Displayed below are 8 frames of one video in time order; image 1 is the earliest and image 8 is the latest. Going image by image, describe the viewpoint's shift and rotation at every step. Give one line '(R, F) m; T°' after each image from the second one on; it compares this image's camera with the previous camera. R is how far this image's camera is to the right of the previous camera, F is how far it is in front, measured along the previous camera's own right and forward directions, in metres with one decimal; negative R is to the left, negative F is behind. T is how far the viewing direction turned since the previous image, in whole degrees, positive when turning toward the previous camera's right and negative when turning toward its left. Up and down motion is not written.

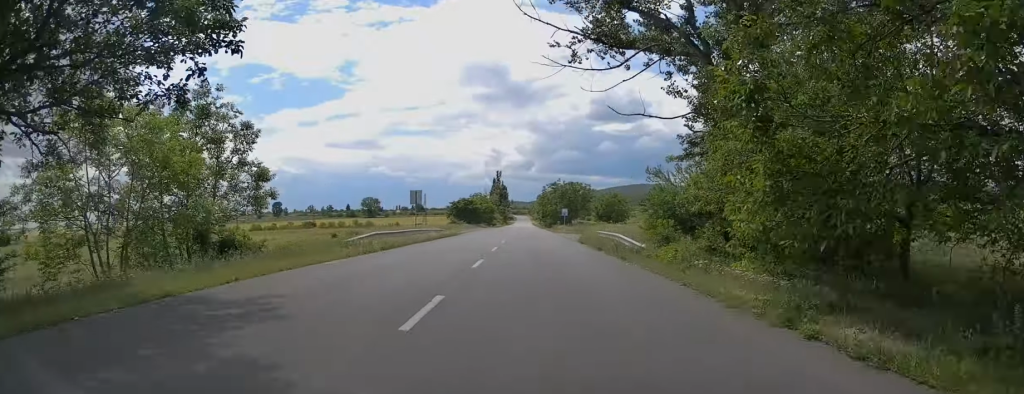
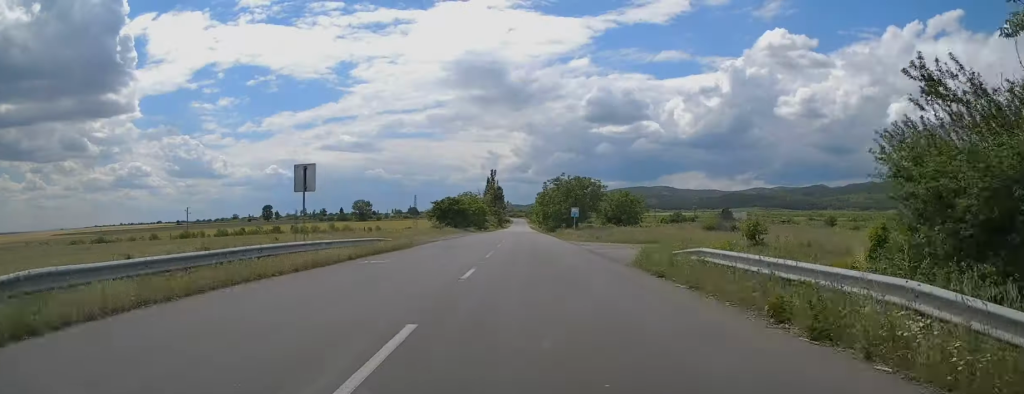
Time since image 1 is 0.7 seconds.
(0.0, +20.1) m; 0°
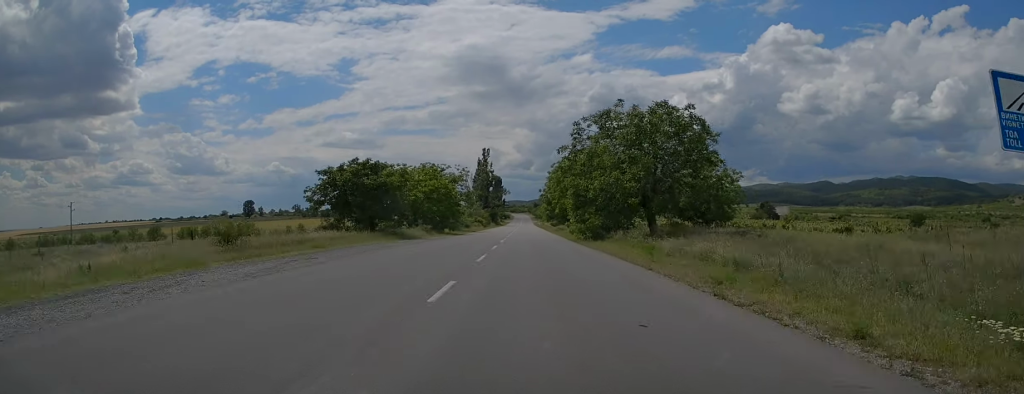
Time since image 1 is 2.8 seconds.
(-0.1, +57.3) m; 0°
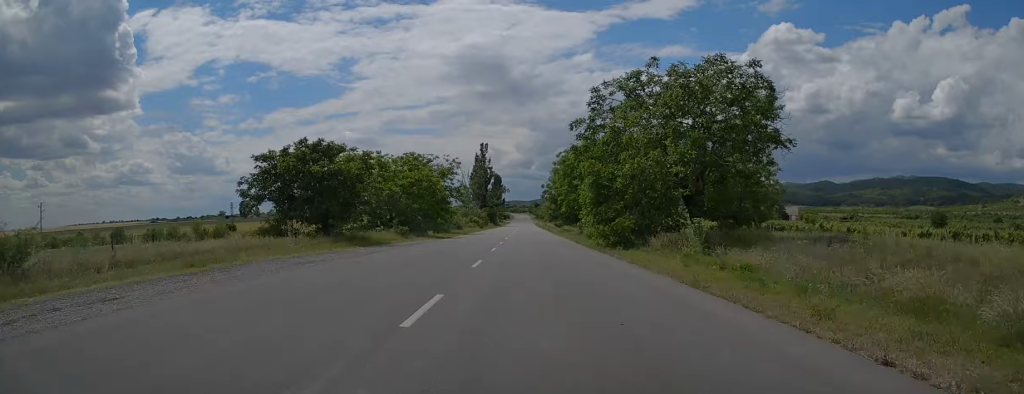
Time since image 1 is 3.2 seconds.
(0.0, +11.1) m; 0°
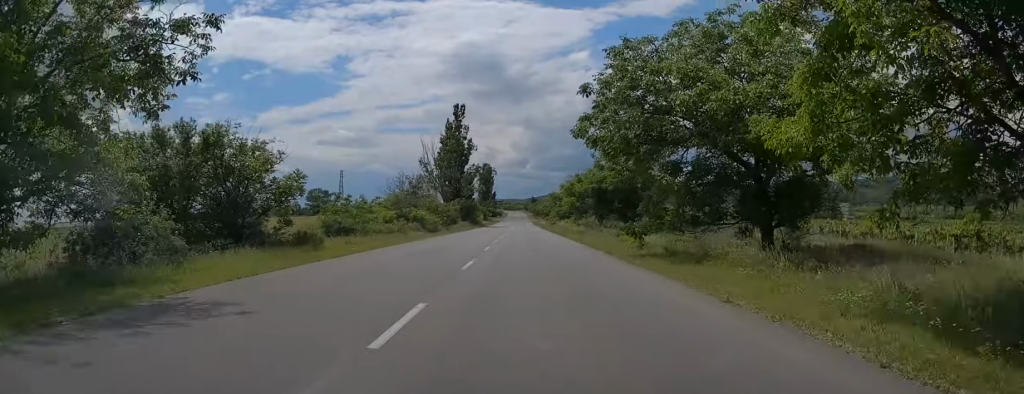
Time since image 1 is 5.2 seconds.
(0.0, +54.8) m; 0°
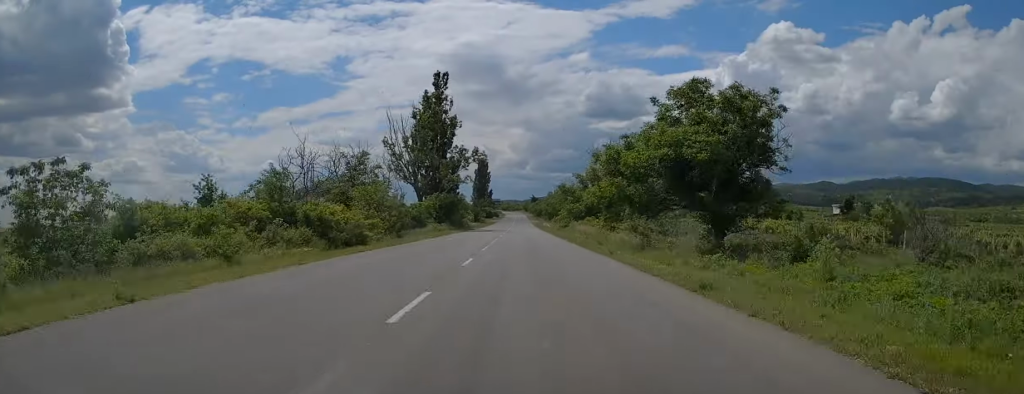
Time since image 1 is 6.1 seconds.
(0.0, +25.0) m; 0°
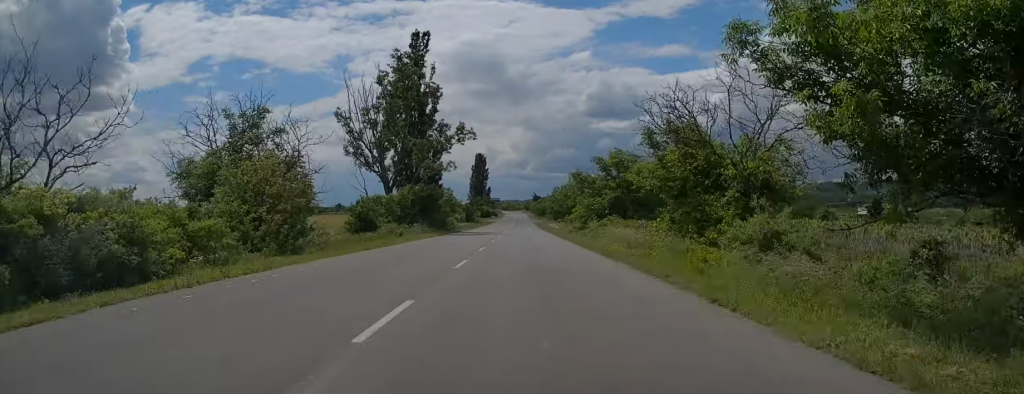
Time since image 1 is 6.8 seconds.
(0.0, +18.7) m; 0°
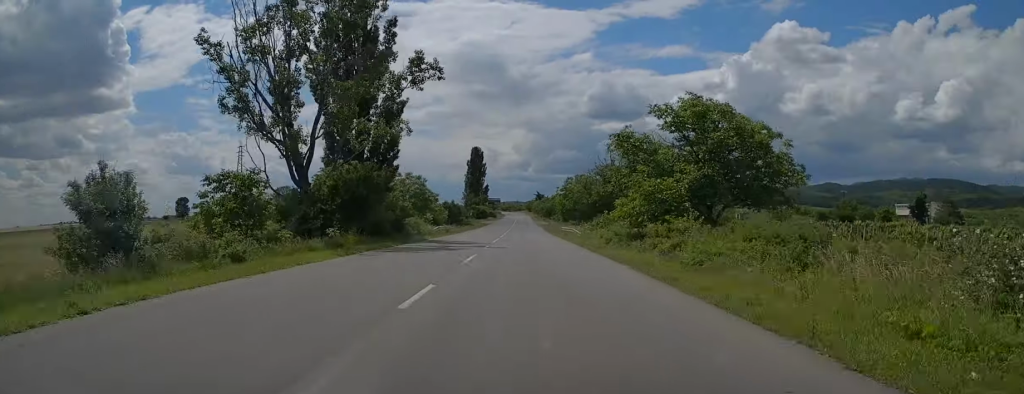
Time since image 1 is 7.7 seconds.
(-0.3, +24.2) m; 0°
